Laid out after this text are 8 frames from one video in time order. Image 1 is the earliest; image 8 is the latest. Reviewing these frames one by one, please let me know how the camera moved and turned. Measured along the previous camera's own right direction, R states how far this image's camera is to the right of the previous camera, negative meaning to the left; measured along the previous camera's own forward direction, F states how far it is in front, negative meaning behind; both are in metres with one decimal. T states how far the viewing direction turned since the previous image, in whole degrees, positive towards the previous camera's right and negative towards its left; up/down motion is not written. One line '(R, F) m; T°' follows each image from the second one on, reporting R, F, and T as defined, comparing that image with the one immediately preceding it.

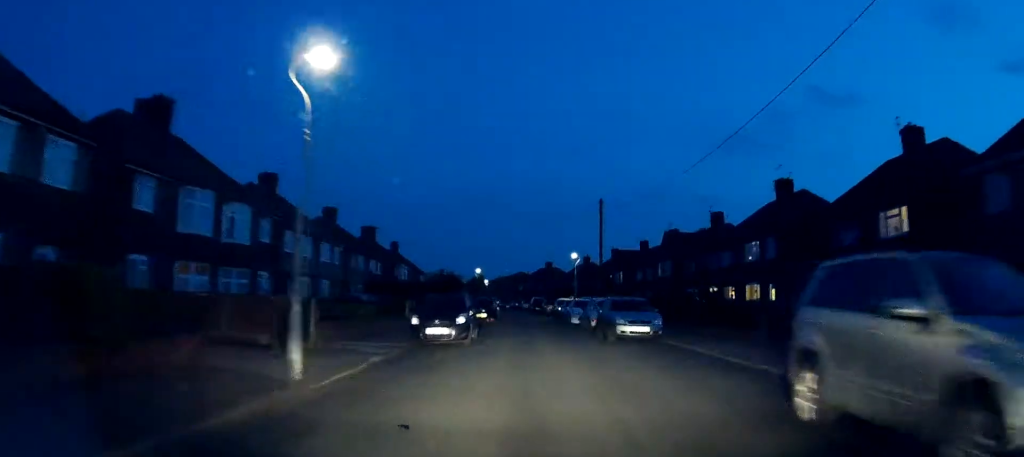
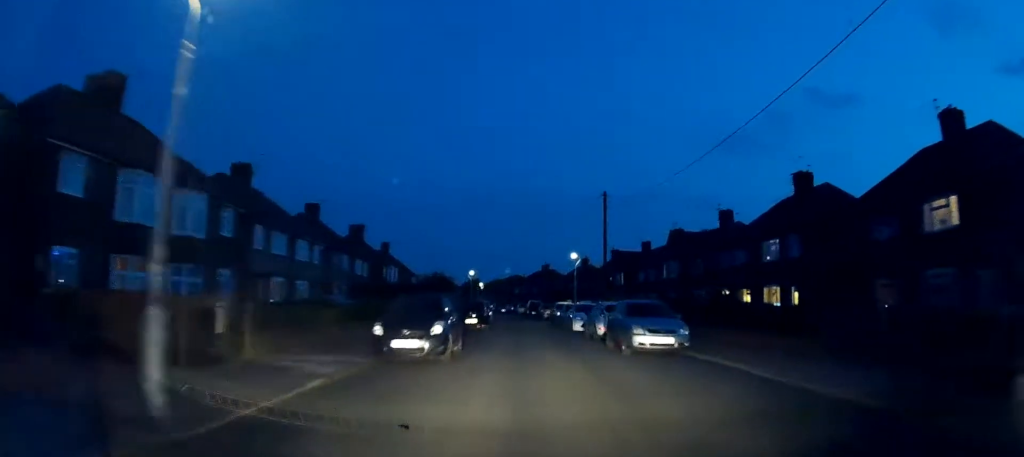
(0.0, +3.8) m; 0°
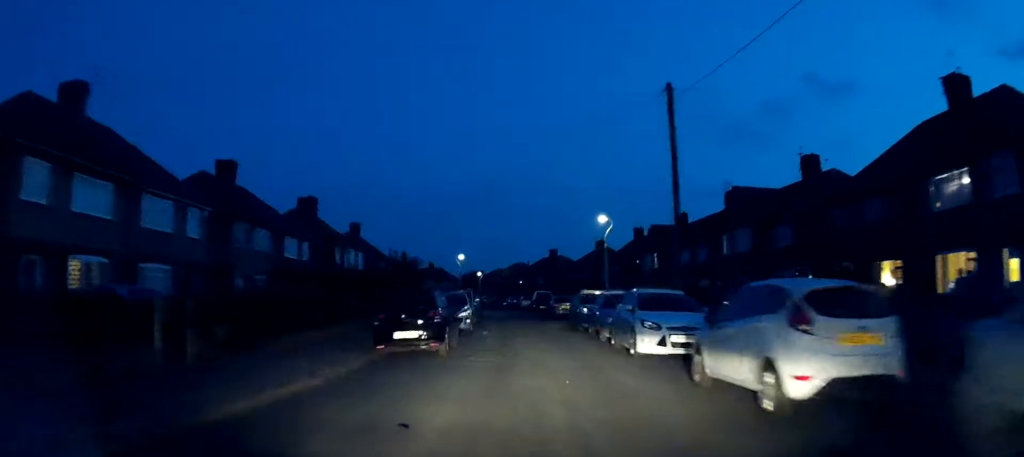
(-0.3, +17.3) m; -1°
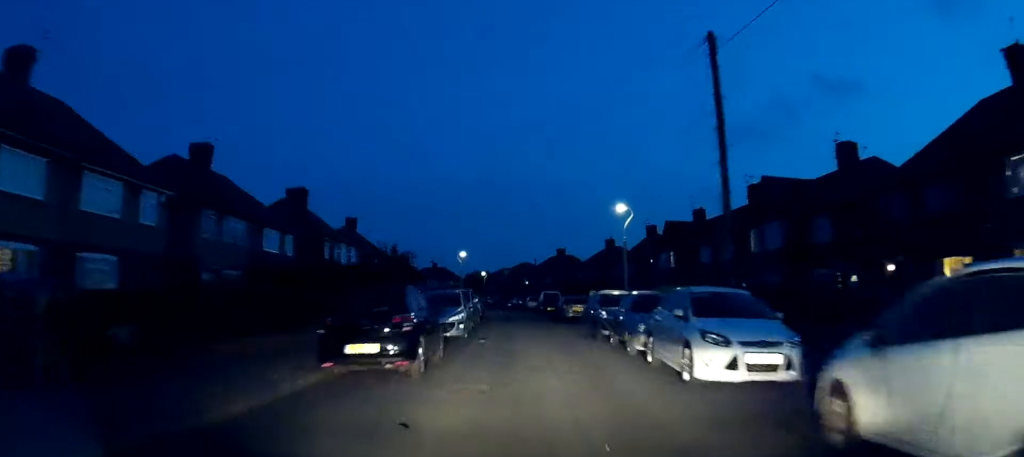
(0.0, +4.3) m; 0°
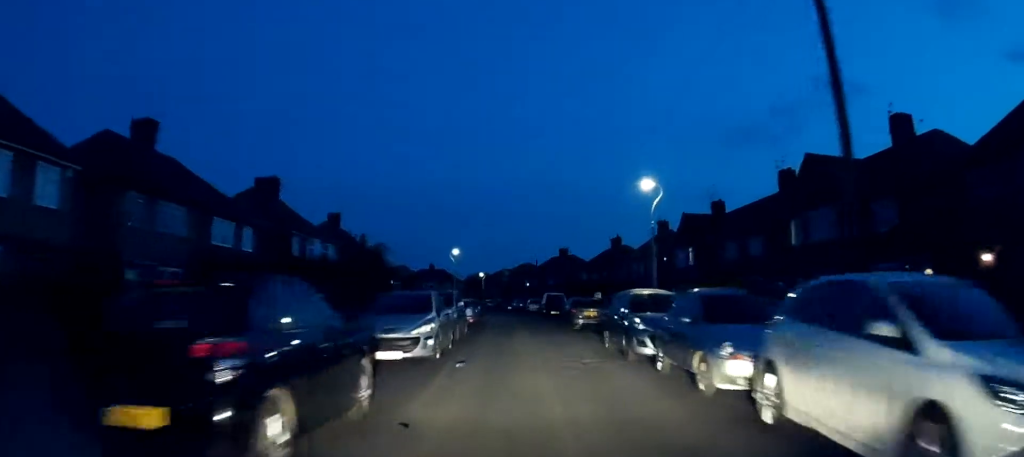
(0.0, +6.3) m; -1°
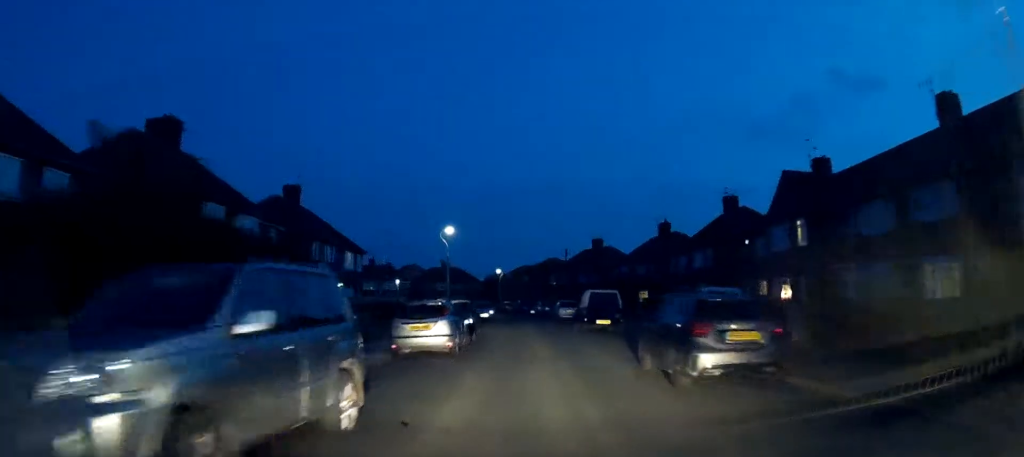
(-0.7, +18.1) m; -2°
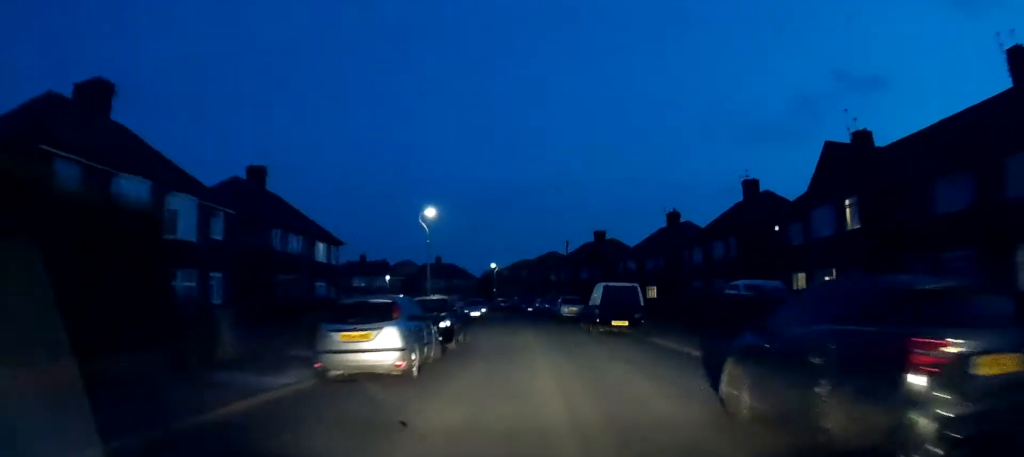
(+0.1, +5.9) m; -1°
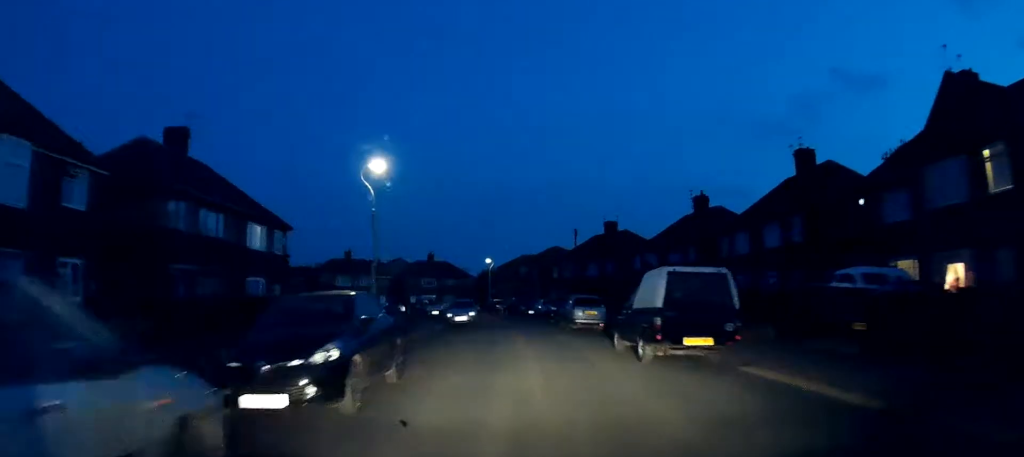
(-0.3, +10.1) m; -1°
